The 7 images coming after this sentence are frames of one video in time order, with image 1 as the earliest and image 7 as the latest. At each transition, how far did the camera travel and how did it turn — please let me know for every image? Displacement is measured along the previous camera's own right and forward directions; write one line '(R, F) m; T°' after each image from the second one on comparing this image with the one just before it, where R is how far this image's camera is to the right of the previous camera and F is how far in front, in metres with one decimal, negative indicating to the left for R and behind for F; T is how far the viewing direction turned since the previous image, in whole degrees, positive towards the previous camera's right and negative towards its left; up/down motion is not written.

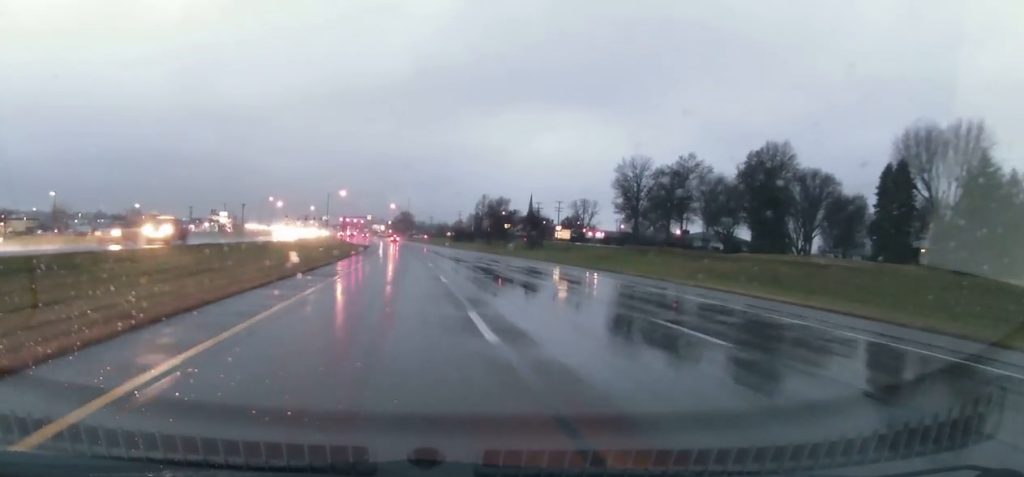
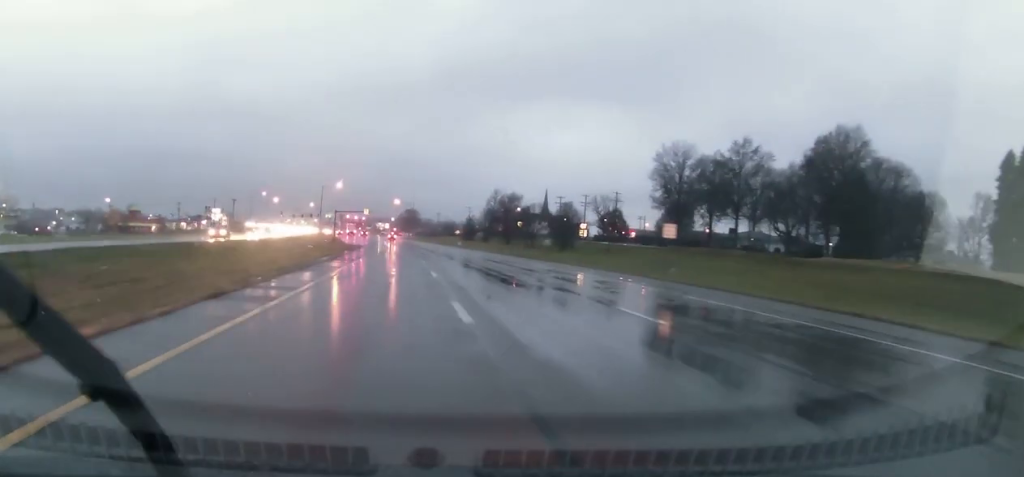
(+0.4, +24.5) m; +1°
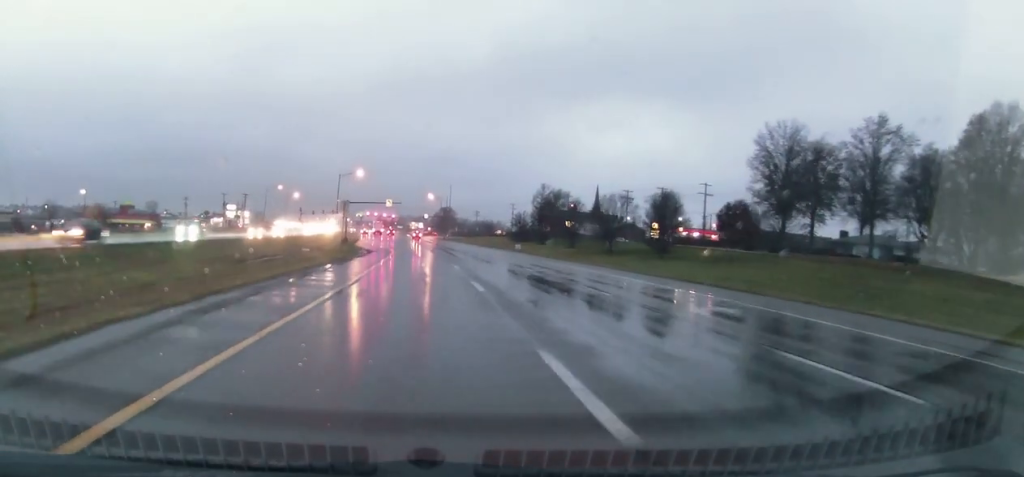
(-0.5, +32.5) m; -2°
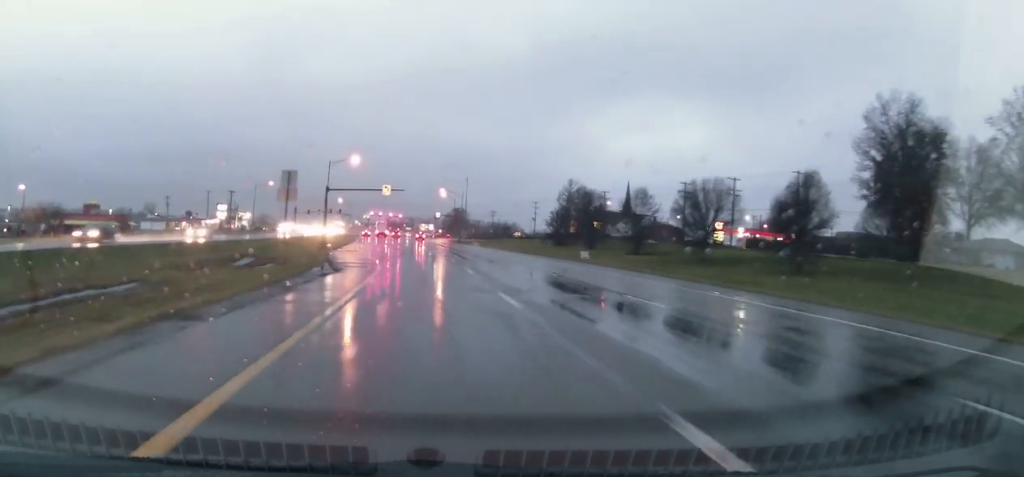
(0.0, +29.8) m; -1°
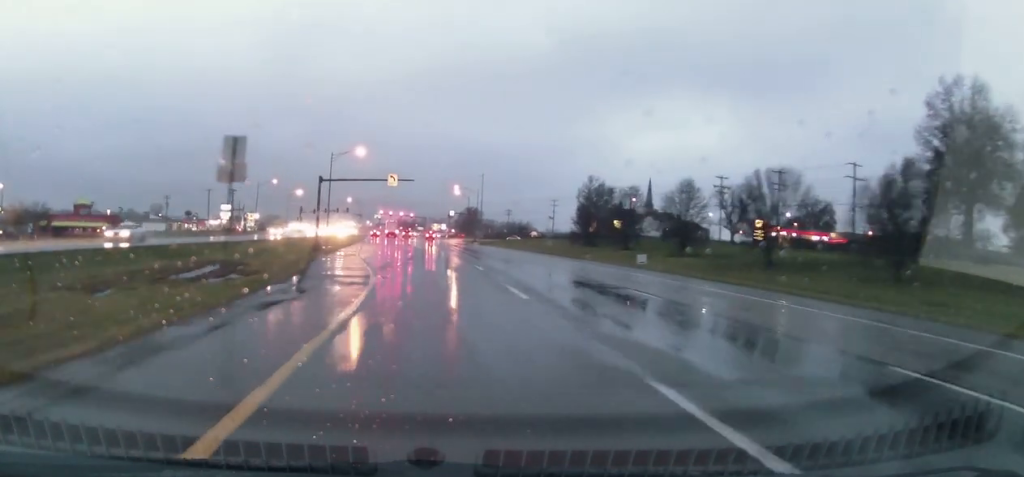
(-0.2, +11.6) m; -1°
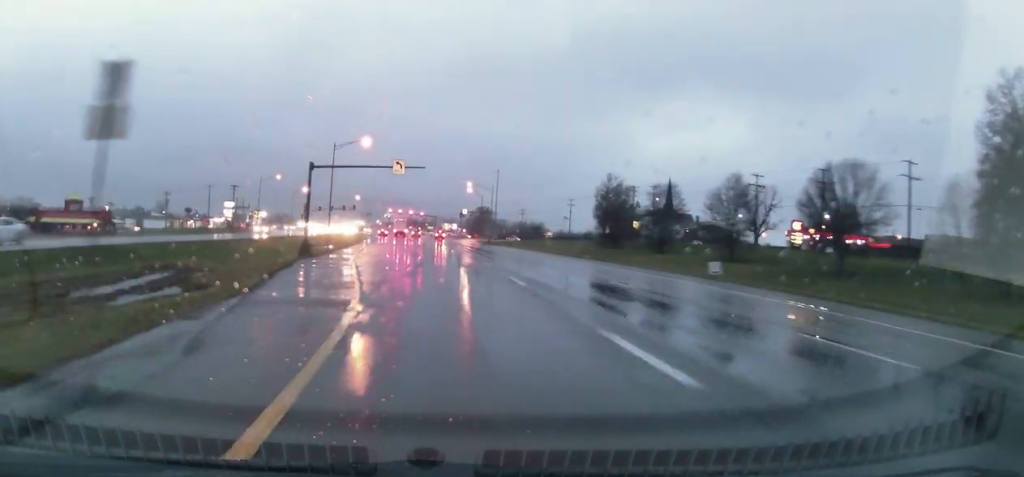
(-0.1, +9.7) m; -1°
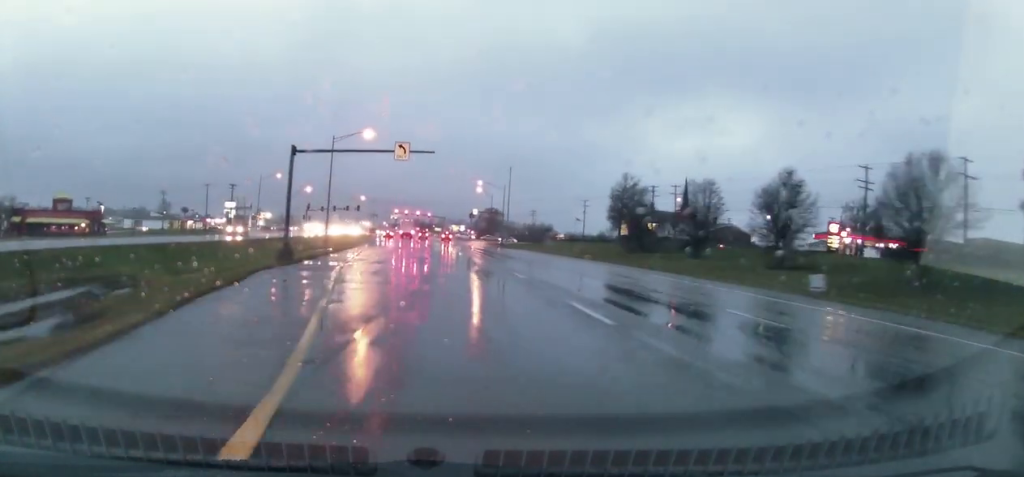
(0.0, +8.9) m; -1°
